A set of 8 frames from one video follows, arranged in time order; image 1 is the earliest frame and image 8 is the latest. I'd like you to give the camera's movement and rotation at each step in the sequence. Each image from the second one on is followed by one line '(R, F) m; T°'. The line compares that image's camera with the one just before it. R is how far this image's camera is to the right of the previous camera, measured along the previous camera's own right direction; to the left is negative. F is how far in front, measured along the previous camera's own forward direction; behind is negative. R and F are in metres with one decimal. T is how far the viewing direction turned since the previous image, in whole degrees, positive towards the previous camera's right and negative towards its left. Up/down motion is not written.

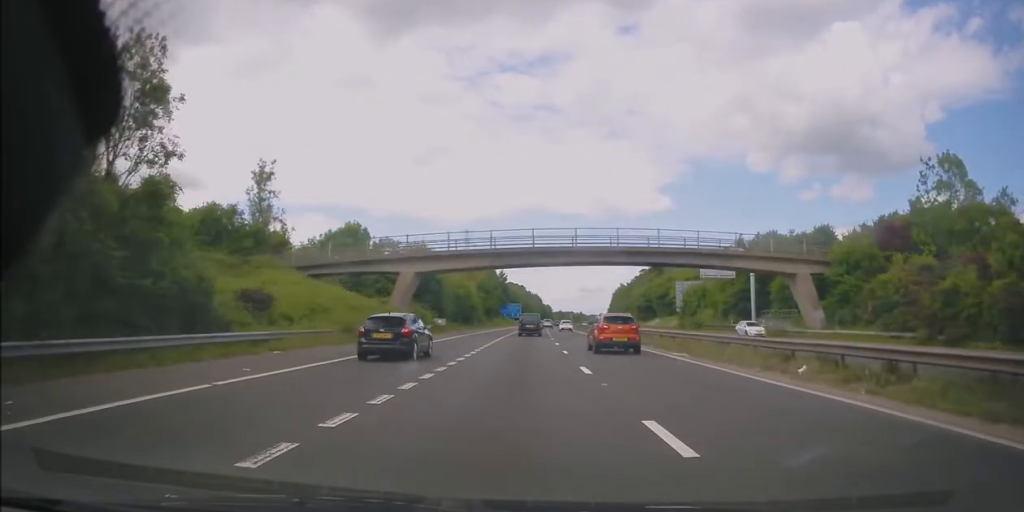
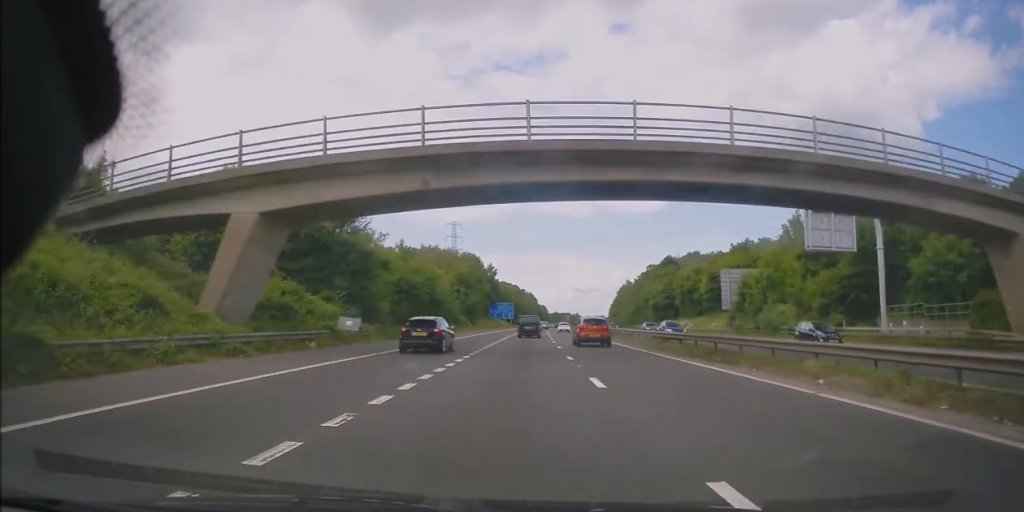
(+0.6, +30.5) m; +1°
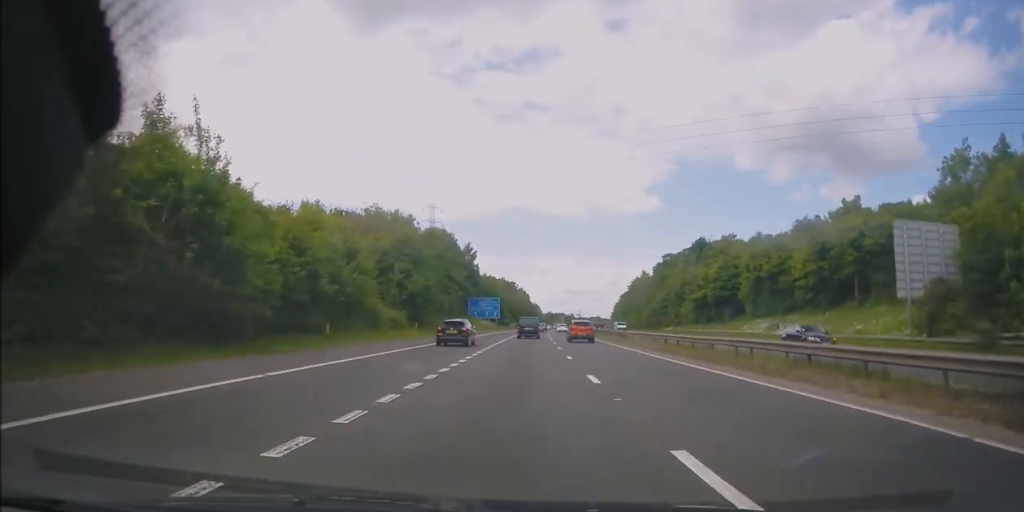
(-0.1, +44.6) m; 0°
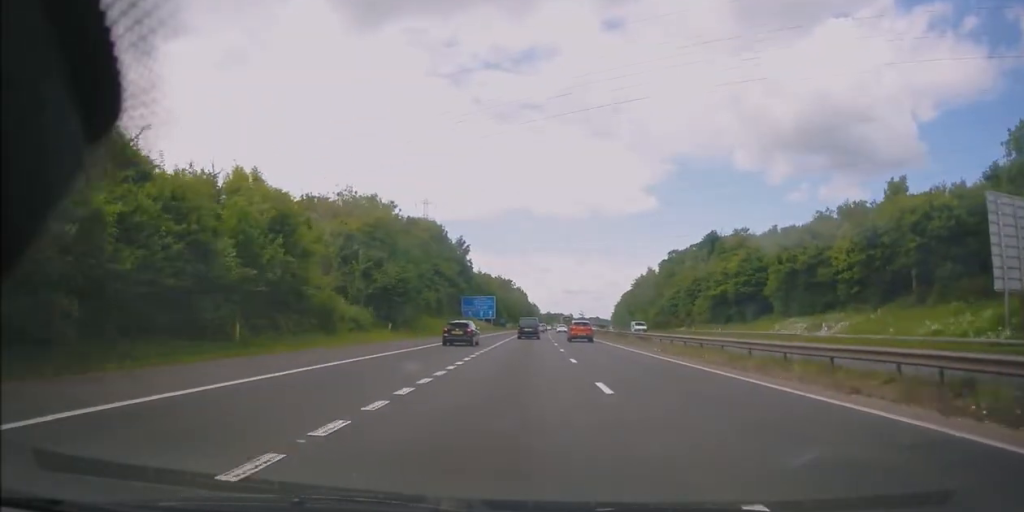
(+0.1, +11.0) m; 0°
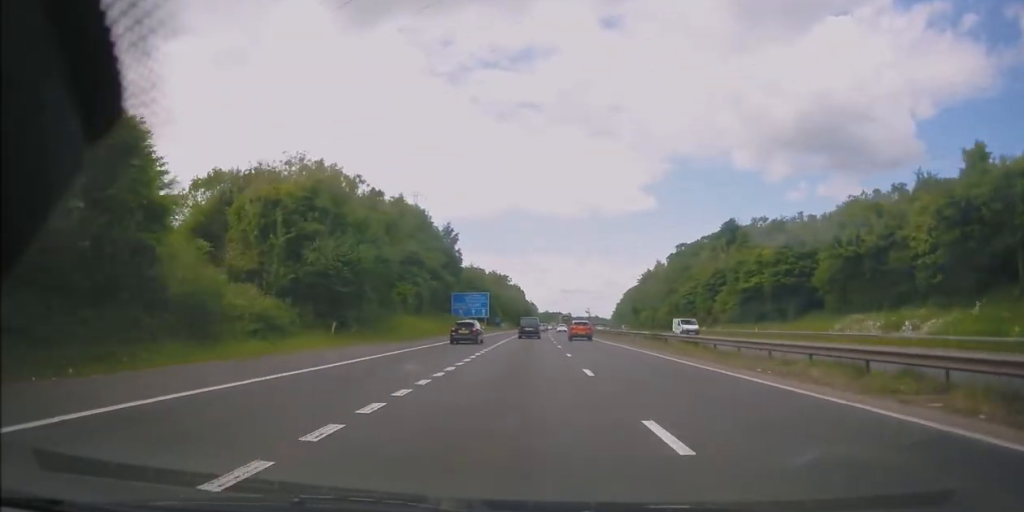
(+0.1, +14.5) m; 0°
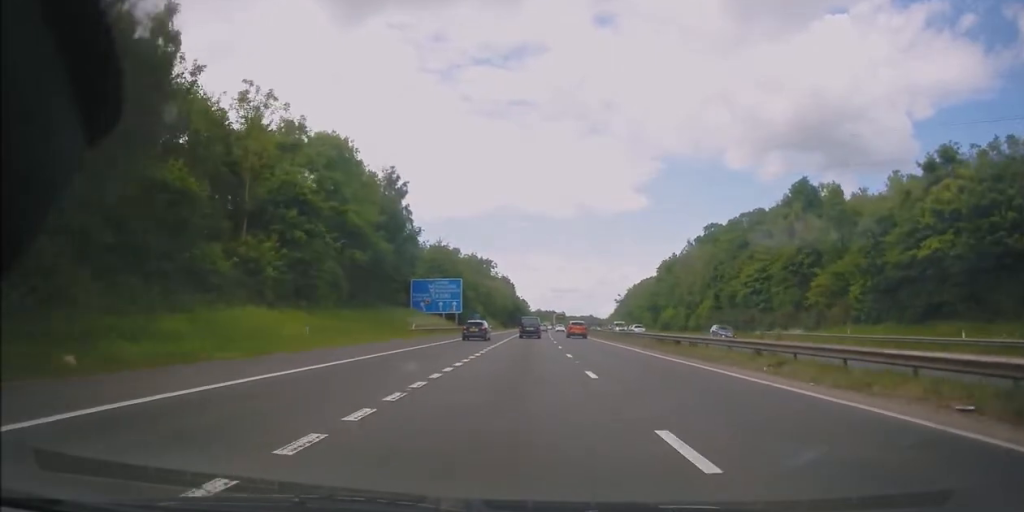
(+0.1, +37.2) m; 0°
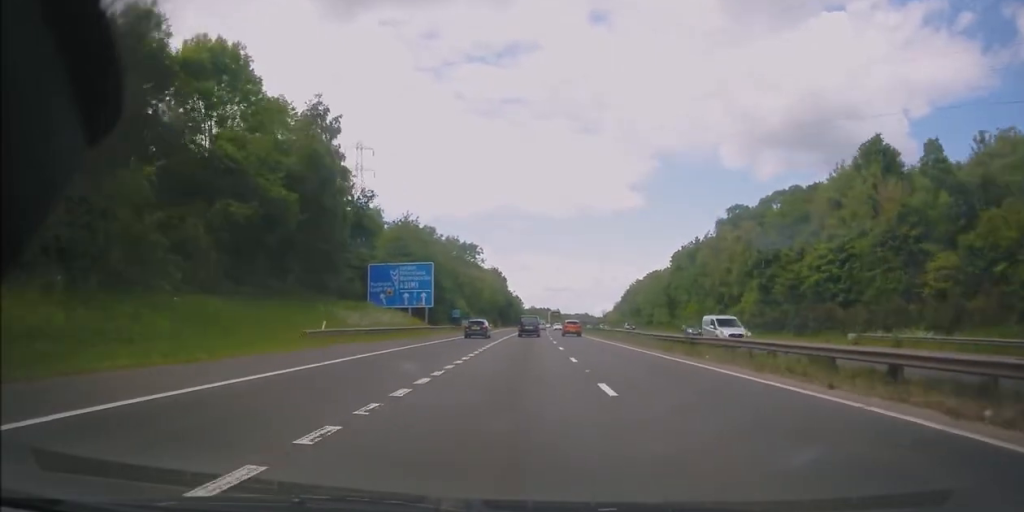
(+0.1, +22.1) m; +1°
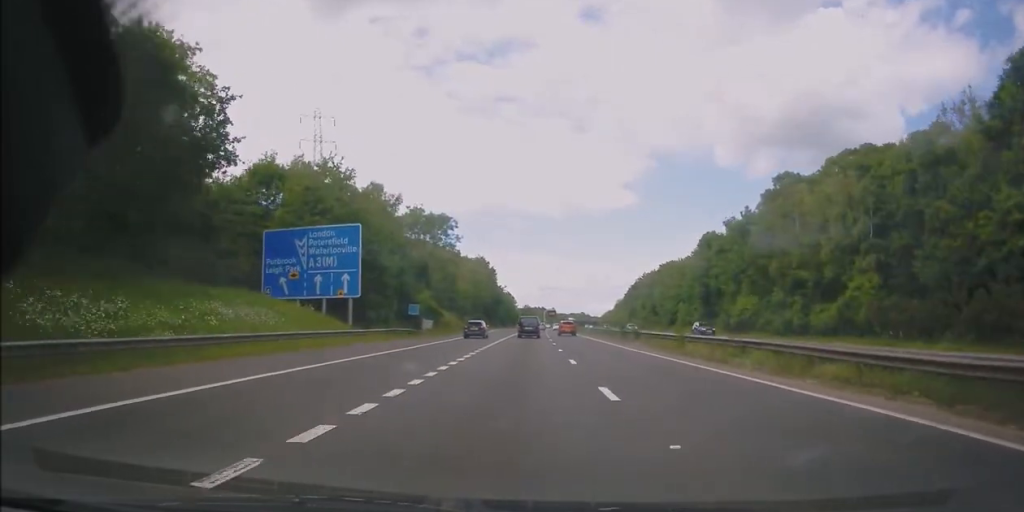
(+0.2, +28.4) m; 0°
